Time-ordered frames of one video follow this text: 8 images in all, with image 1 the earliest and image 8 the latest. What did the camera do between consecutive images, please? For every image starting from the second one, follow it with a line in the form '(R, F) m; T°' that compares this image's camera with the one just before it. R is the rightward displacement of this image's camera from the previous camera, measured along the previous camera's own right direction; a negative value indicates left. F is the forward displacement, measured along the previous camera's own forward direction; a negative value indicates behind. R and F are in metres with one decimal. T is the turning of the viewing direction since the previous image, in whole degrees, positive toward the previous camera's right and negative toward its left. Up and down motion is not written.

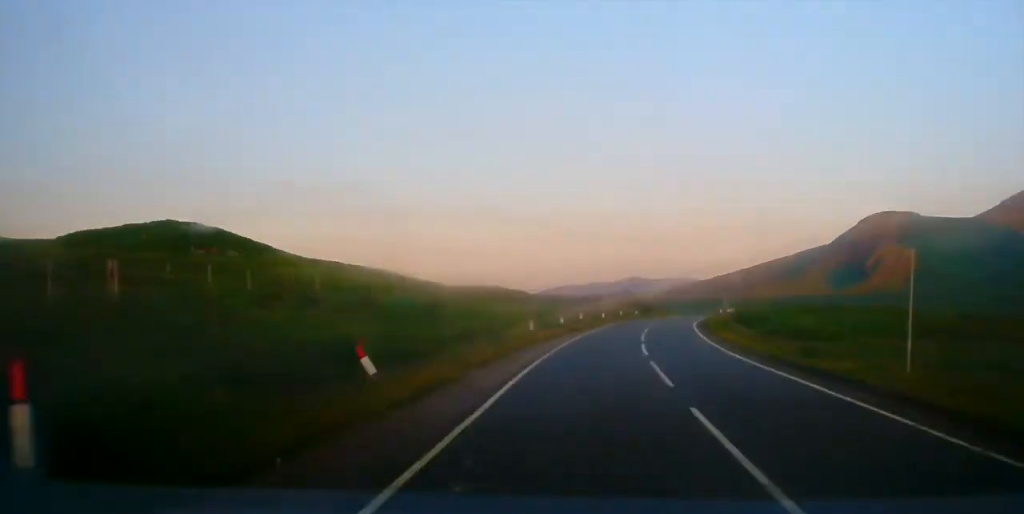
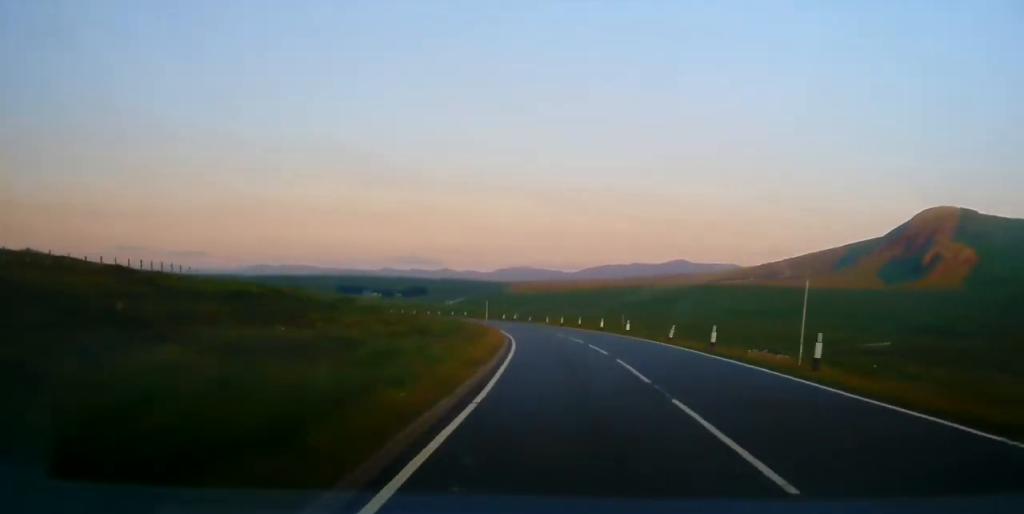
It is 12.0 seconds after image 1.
(-16.1, +206.1) m; -19°
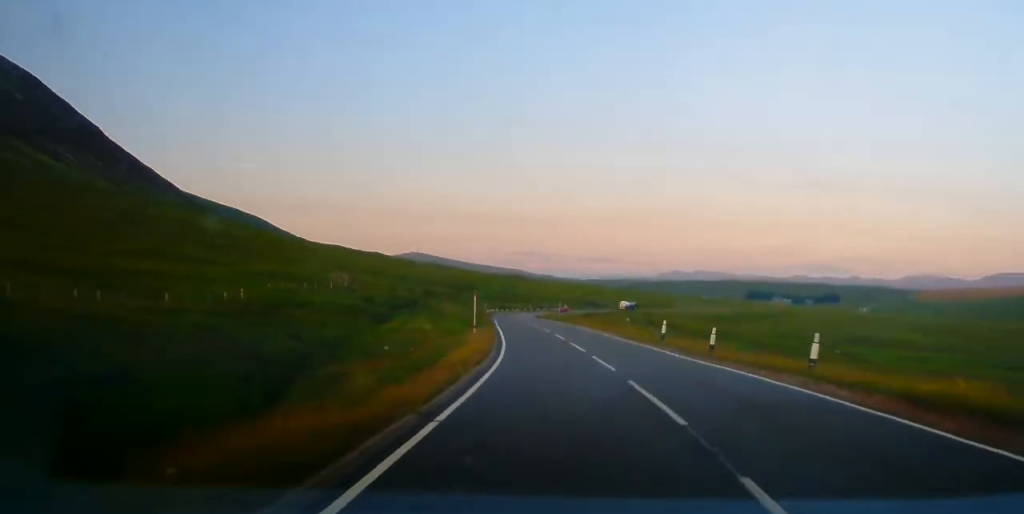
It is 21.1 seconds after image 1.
(-31.3, +163.4) m; -12°
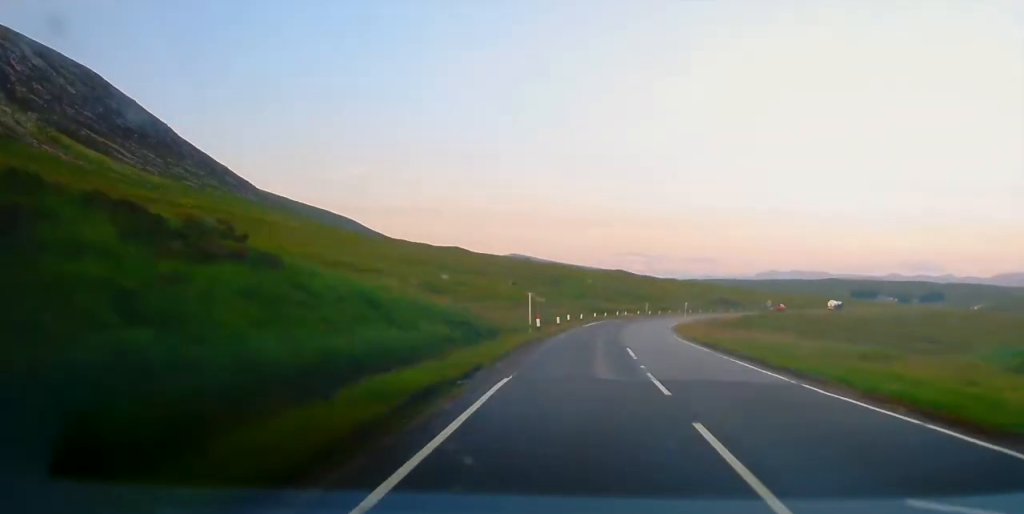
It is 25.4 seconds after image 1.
(+0.3, +81.4) m; +4°
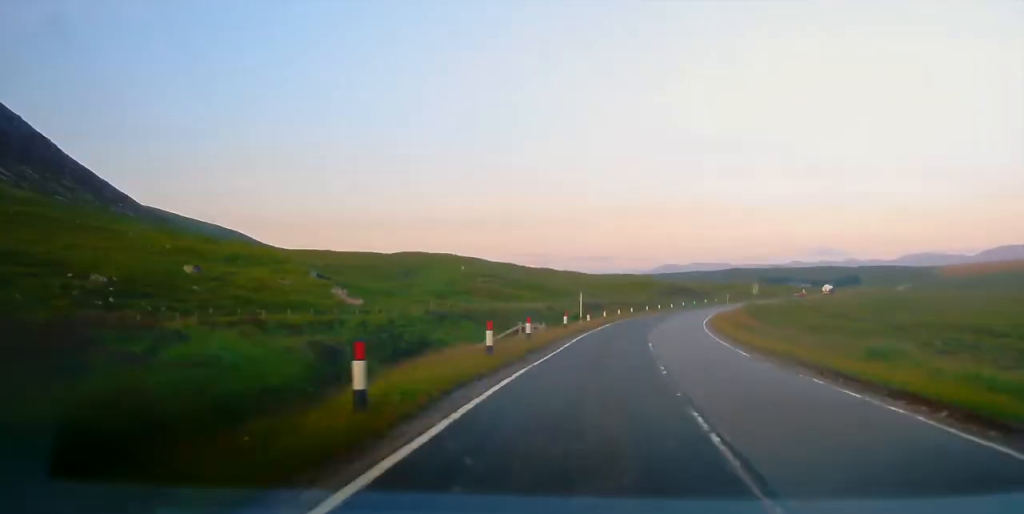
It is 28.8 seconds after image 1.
(-2.7, +66.4) m; +5°
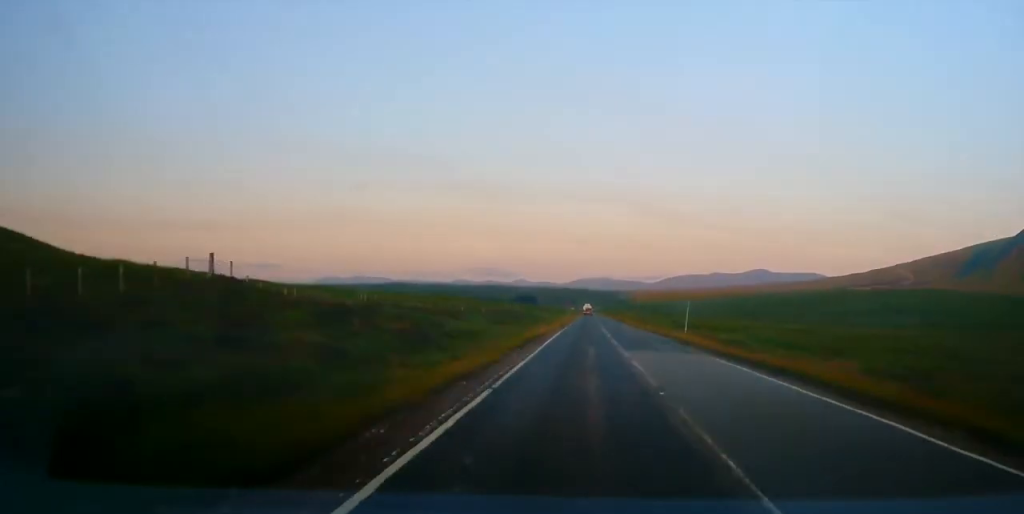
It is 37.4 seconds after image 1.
(+23.9, +161.4) m; +11°
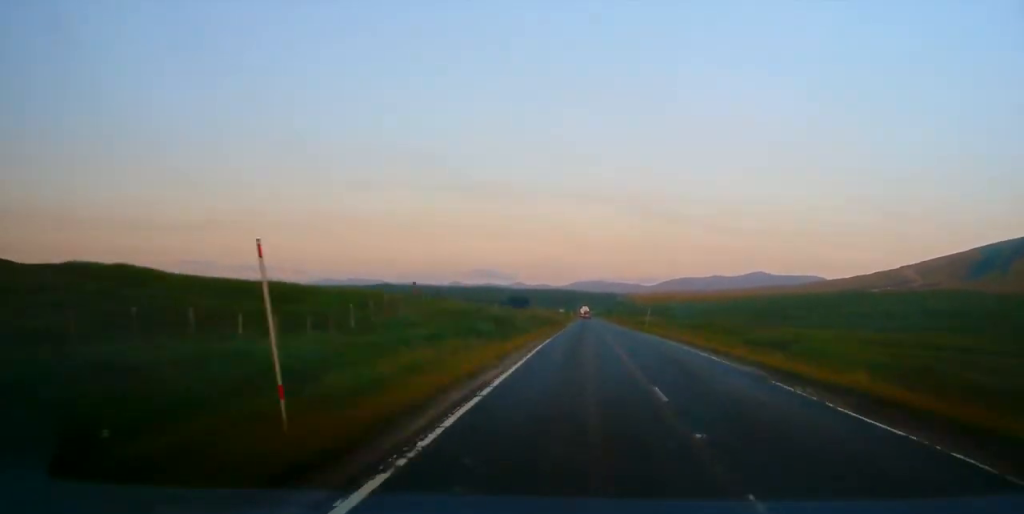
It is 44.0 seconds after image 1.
(+3.6, +127.8) m; +2°
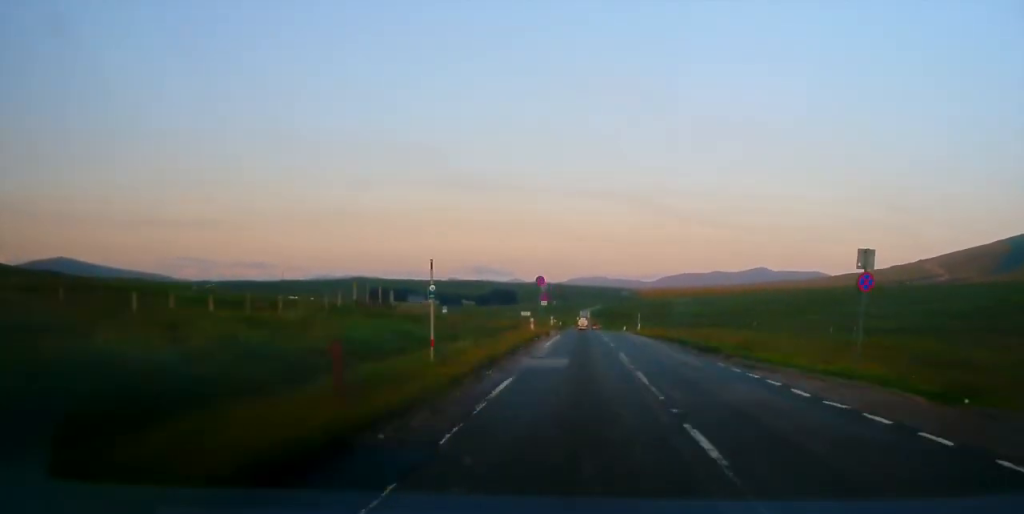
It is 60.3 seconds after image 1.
(+1.2, +313.4) m; 0°
